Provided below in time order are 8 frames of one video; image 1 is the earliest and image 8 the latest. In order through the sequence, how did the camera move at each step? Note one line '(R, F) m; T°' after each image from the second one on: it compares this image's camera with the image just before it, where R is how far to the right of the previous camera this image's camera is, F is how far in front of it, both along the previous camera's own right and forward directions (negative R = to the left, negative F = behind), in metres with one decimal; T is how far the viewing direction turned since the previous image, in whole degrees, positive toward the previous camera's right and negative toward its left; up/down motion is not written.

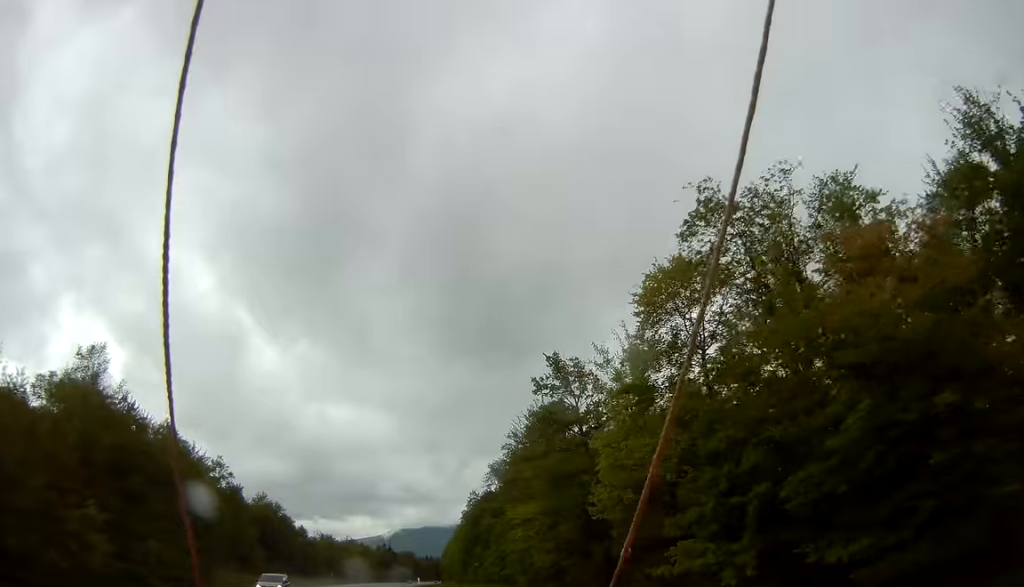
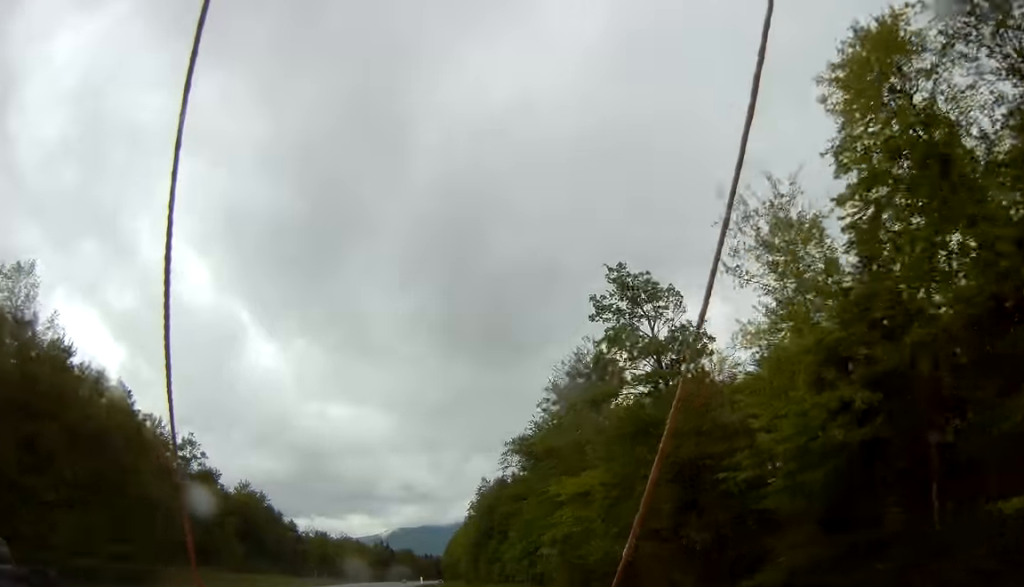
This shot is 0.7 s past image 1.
(+0.3, +17.4) m; 0°
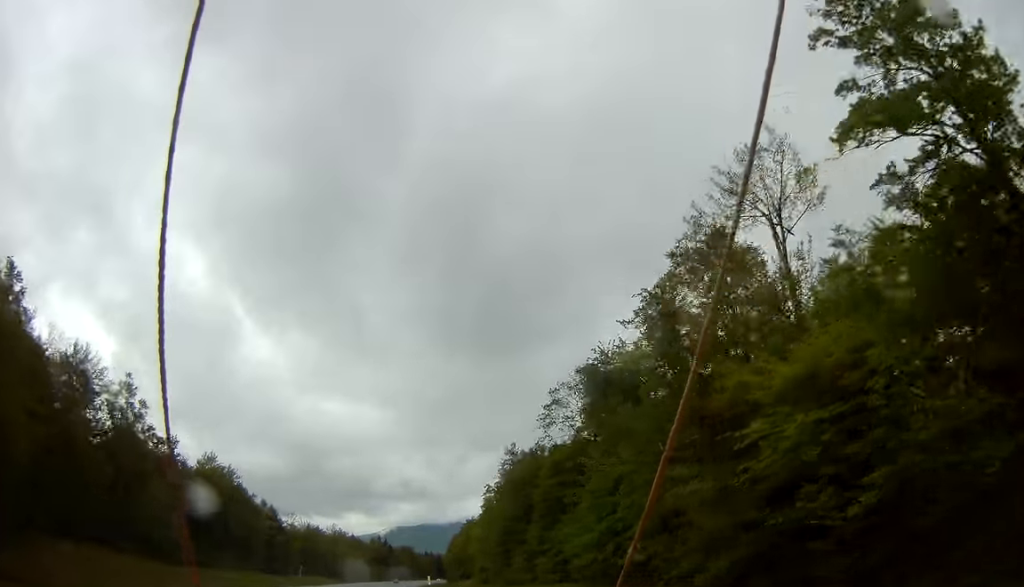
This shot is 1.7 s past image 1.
(-0.3, +27.0) m; 0°
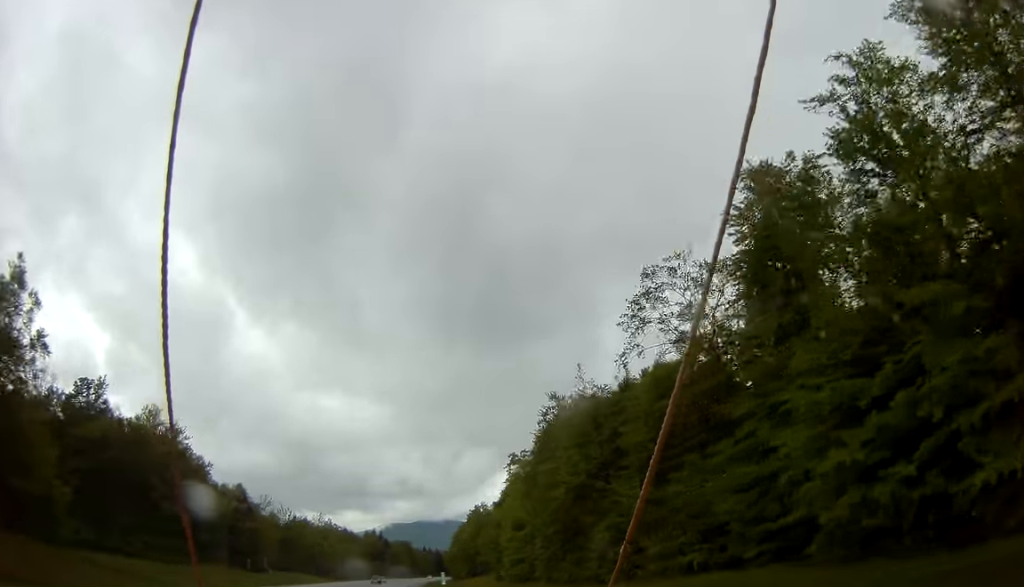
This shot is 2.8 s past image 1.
(+0.2, +27.9) m; +1°
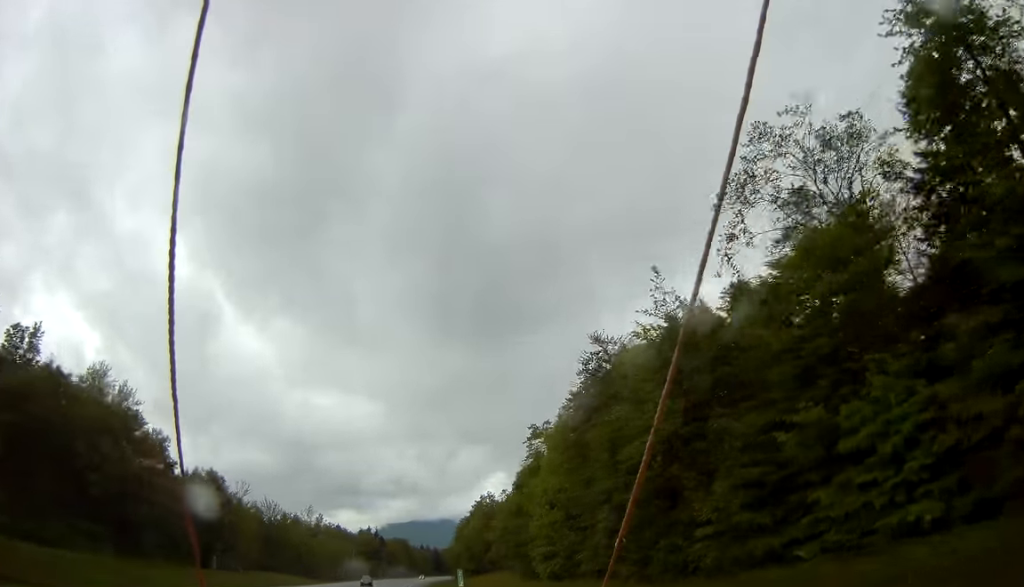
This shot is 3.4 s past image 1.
(+0.1, +16.6) m; 0°
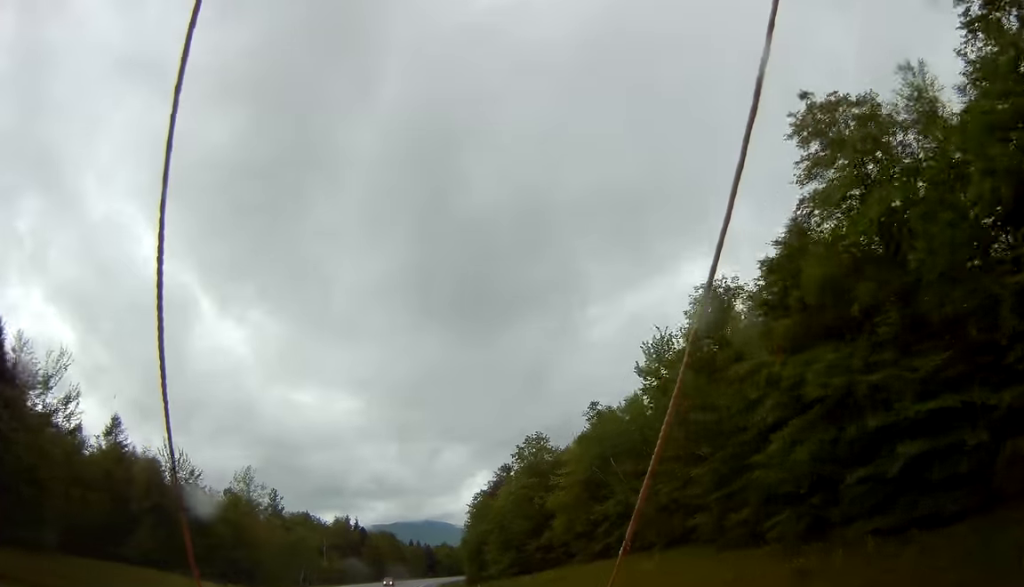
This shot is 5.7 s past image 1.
(+0.7, +59.4) m; +1°
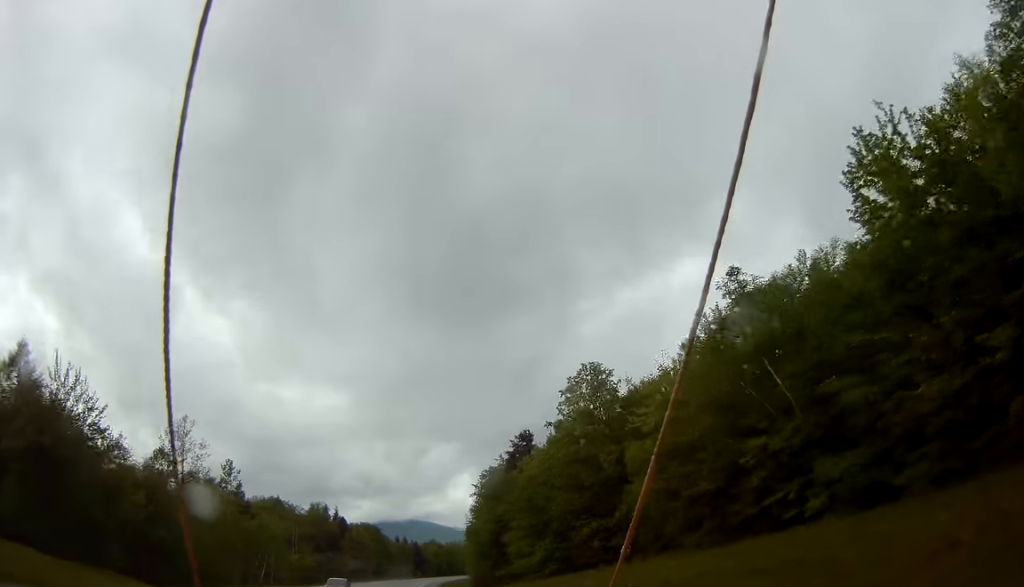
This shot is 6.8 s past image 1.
(0.0, +28.8) m; 0°
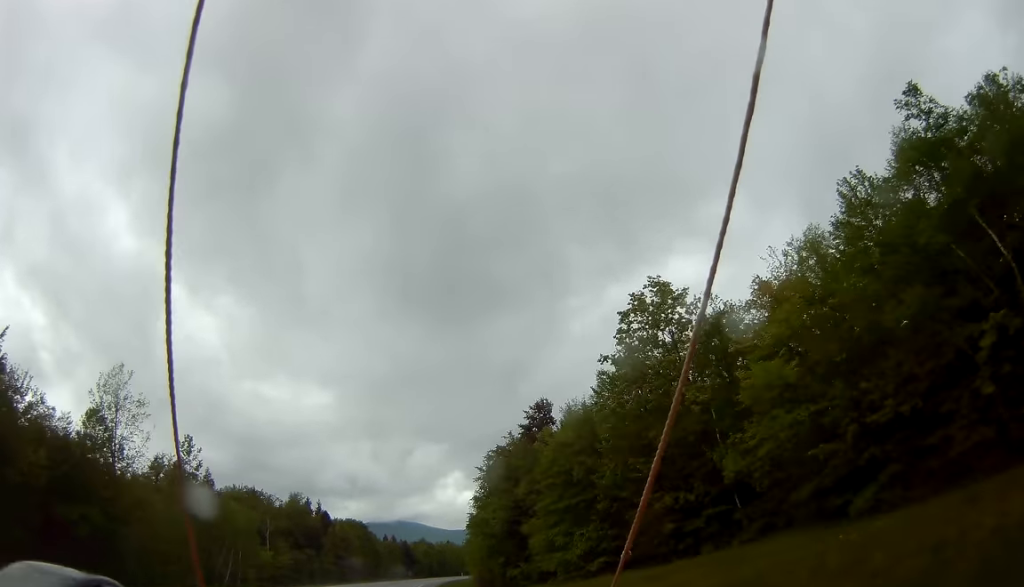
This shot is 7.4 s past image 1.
(0.0, +17.5) m; +1°
